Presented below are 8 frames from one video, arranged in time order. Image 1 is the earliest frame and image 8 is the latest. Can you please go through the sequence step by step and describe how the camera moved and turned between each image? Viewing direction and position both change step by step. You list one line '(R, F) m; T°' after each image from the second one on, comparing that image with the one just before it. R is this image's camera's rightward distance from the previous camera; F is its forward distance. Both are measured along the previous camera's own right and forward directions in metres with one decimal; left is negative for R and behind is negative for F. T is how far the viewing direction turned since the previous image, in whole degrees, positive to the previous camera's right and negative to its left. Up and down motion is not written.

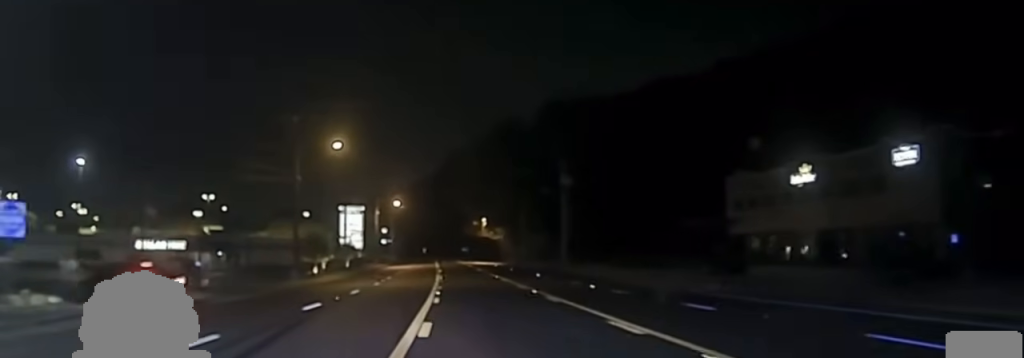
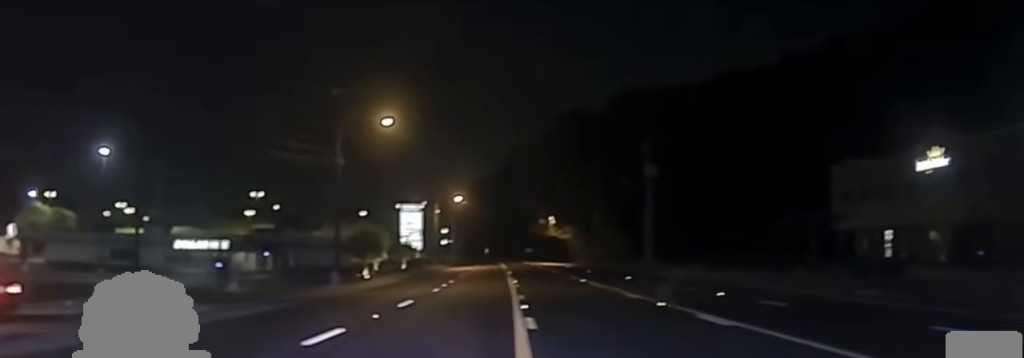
(-0.3, +9.7) m; -8°
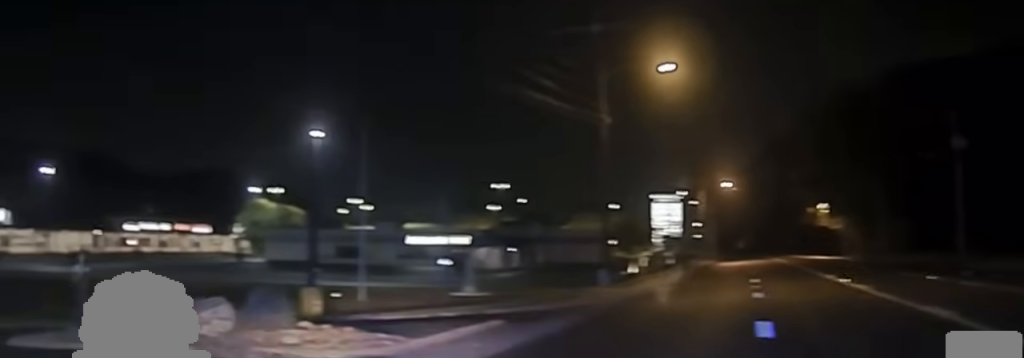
(-2.5, +11.6) m; -41°
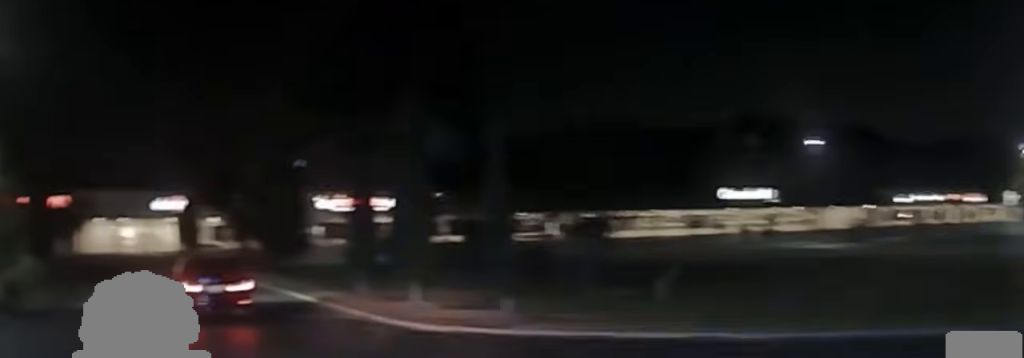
(-3.8, +9.1) m; -28°
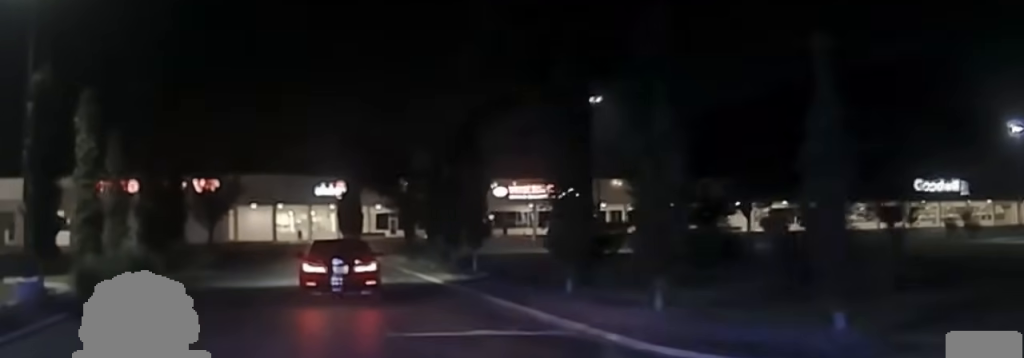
(-0.3, +8.7) m; -4°
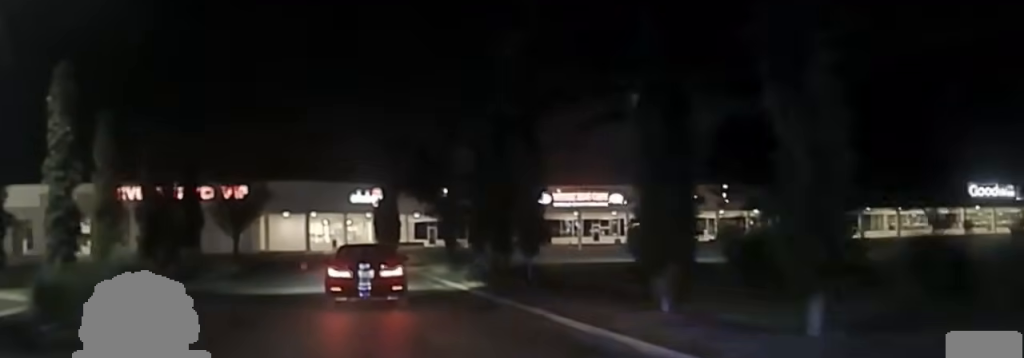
(0.0, +4.7) m; -1°
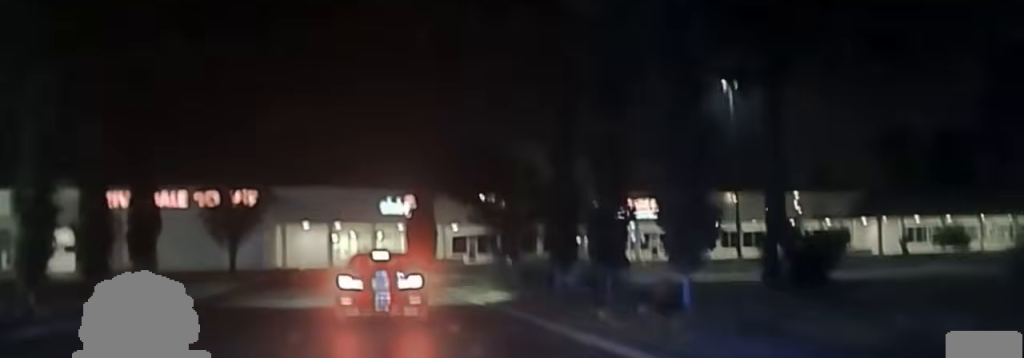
(-0.3, +10.0) m; -4°
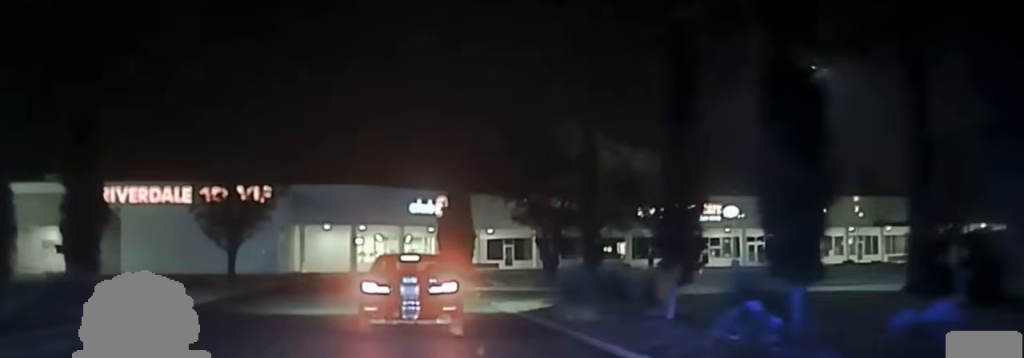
(-0.2, +7.4) m; -1°
